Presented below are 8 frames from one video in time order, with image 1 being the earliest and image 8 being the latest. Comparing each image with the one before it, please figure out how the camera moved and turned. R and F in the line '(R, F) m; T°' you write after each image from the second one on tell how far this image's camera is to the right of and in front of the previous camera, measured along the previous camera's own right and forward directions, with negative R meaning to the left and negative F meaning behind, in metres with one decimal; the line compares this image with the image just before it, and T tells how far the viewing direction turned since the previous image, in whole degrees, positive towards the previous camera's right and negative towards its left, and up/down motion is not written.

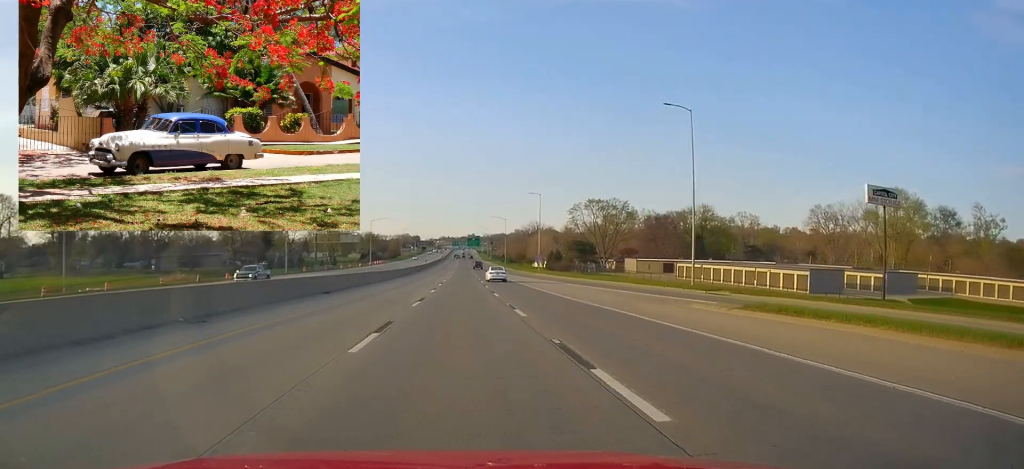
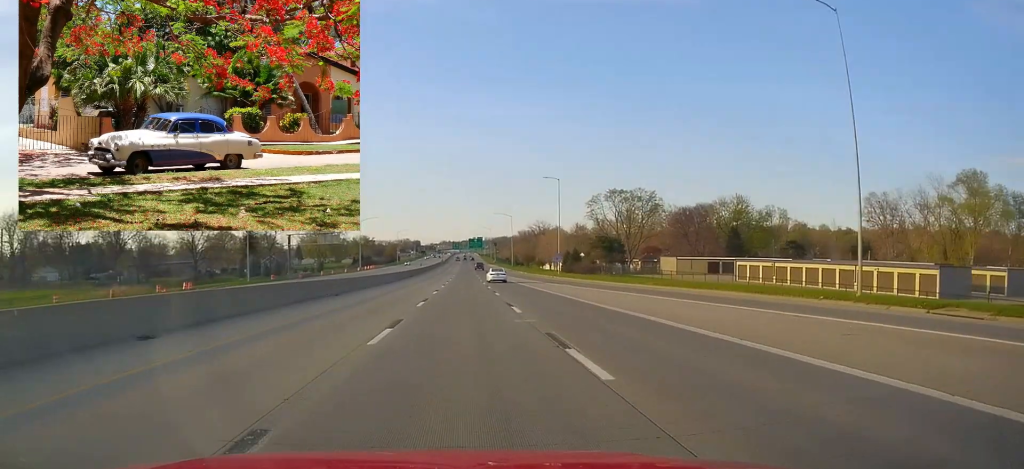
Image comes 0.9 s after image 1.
(0.0, +23.2) m; +2°
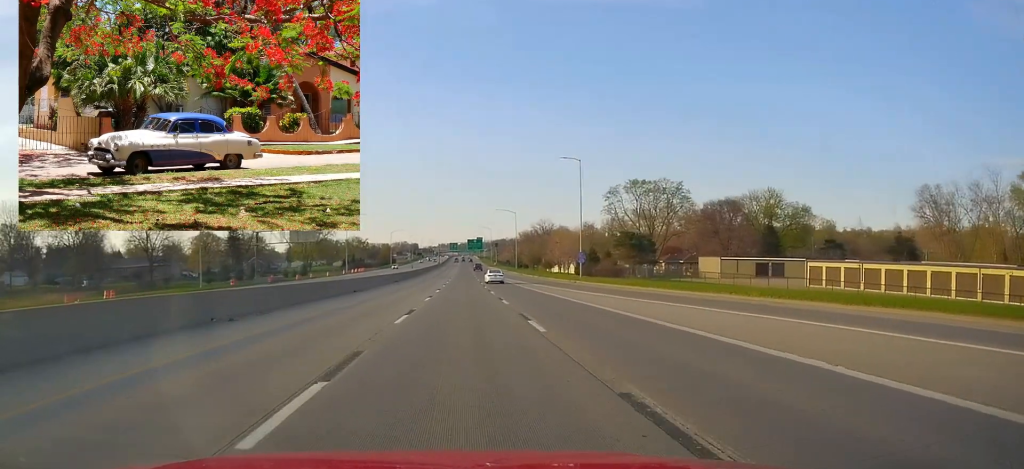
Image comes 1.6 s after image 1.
(+0.5, +19.1) m; +1°
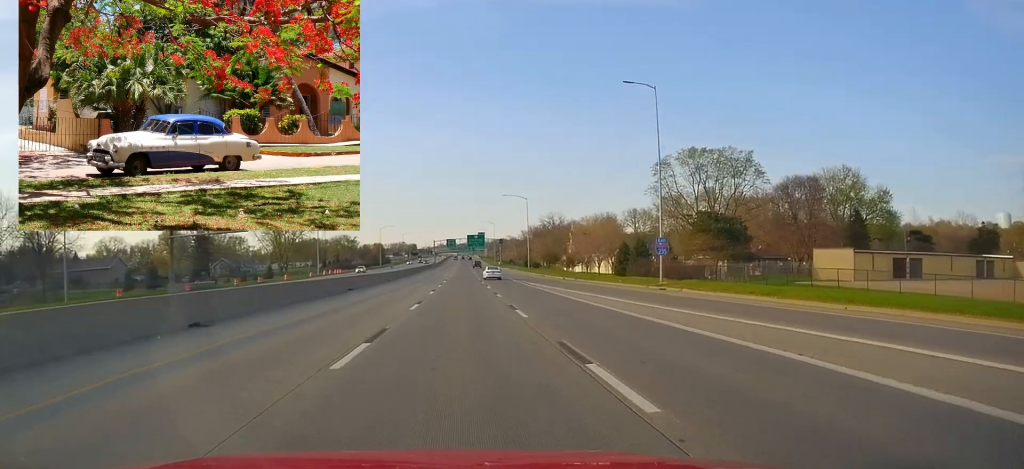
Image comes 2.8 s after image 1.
(-0.1, +31.8) m; -1°
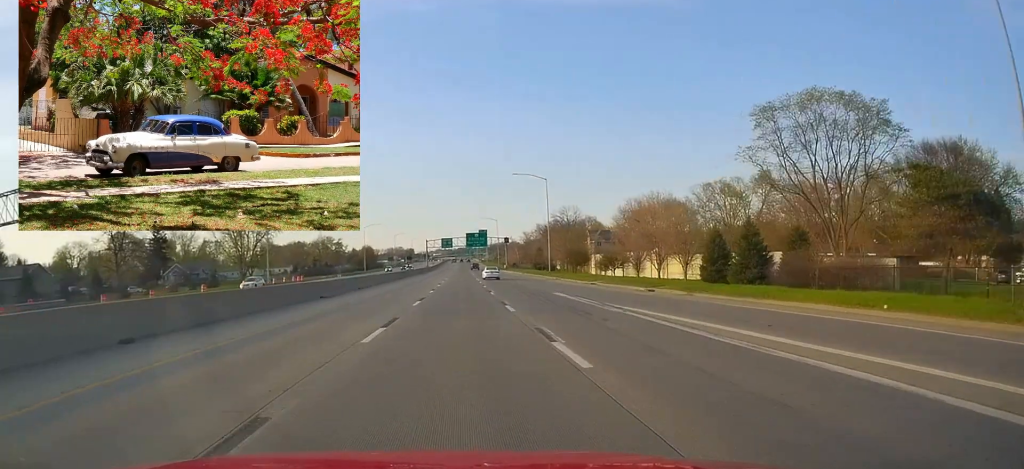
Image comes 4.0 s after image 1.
(-0.3, +33.1) m; +1°
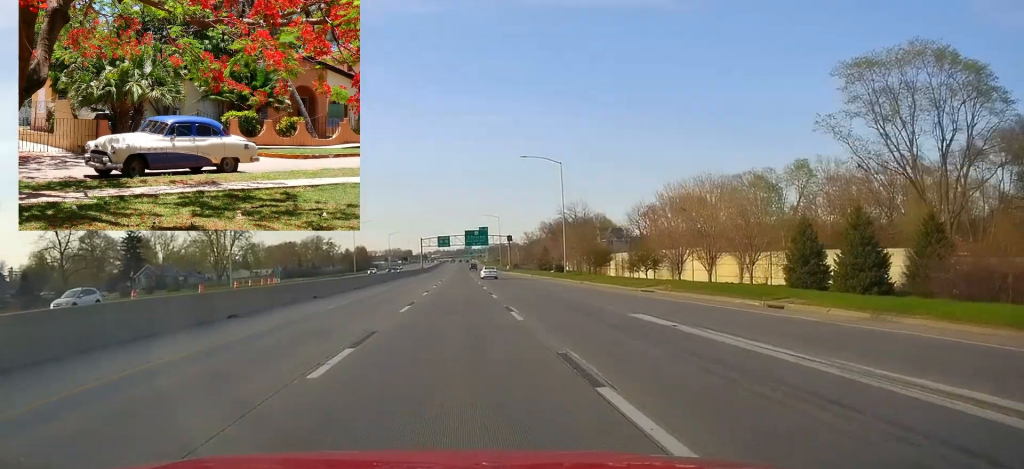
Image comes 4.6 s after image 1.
(+0.5, +16.1) m; 0°
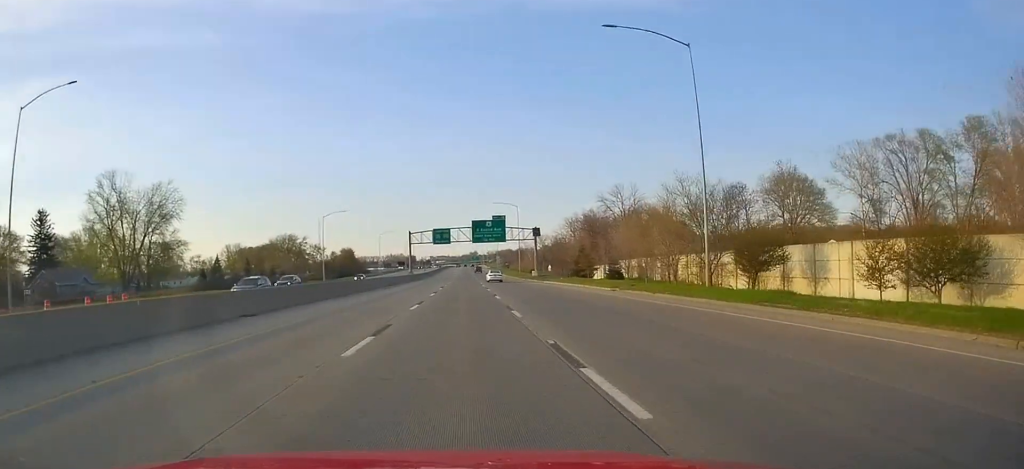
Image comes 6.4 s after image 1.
(-1.0, +47.2) m; -1°
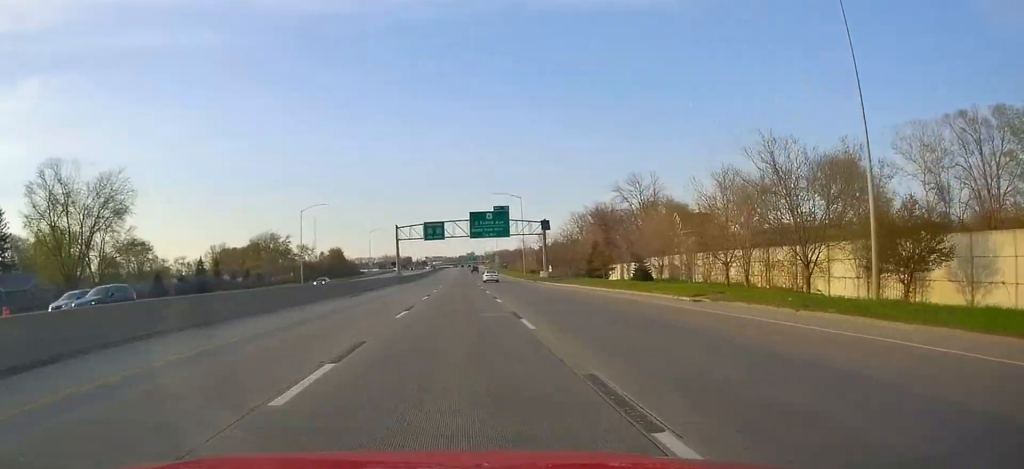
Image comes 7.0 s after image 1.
(-0.1, +16.1) m; +1°
